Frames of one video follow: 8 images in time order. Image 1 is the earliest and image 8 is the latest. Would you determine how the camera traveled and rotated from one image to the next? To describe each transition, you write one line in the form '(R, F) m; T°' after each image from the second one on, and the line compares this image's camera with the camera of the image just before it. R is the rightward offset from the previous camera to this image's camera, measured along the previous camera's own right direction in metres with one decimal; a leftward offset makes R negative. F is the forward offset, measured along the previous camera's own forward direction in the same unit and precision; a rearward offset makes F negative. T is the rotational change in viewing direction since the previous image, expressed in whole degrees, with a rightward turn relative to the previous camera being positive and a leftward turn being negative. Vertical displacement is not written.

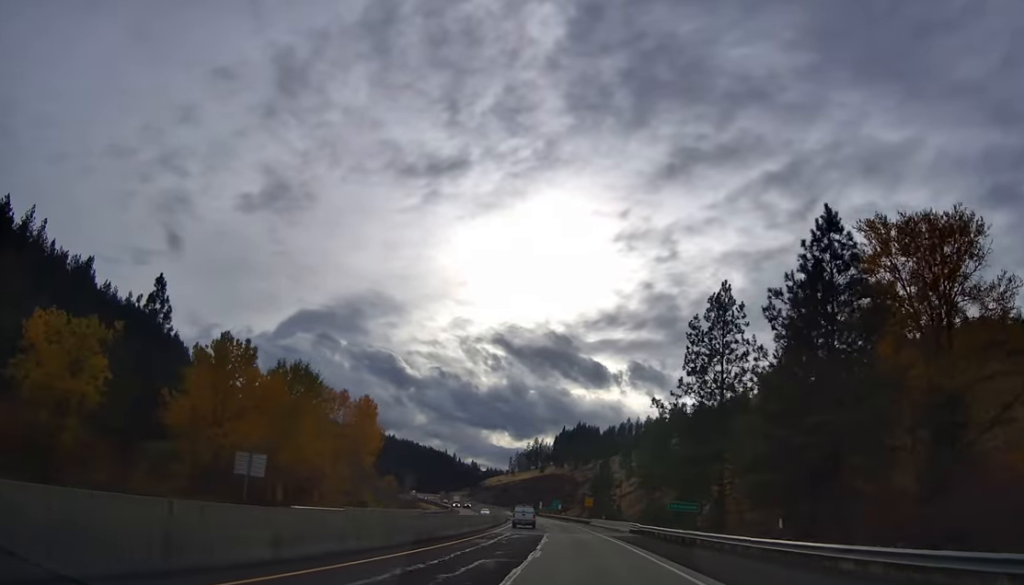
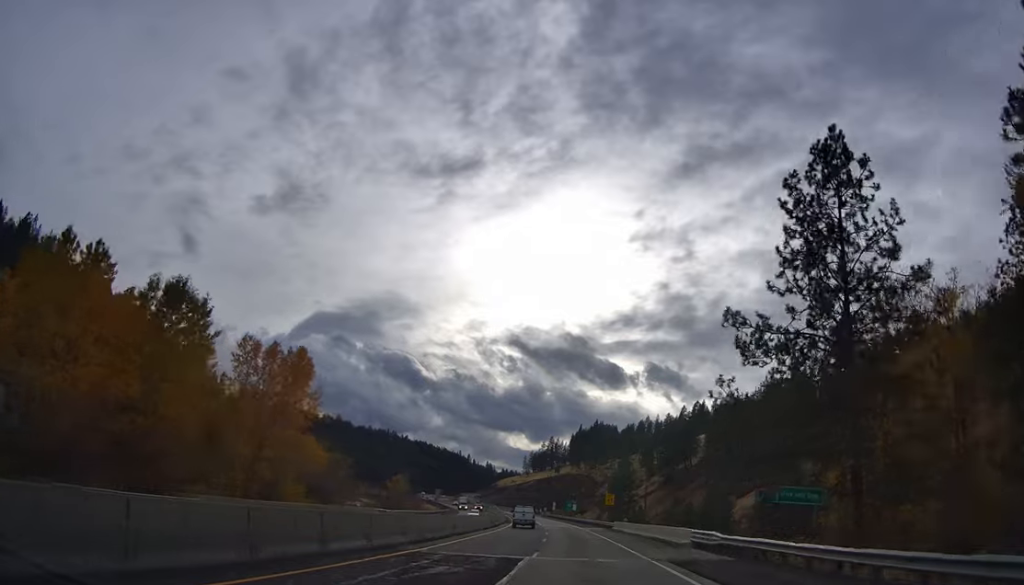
(-0.3, +24.1) m; -1°
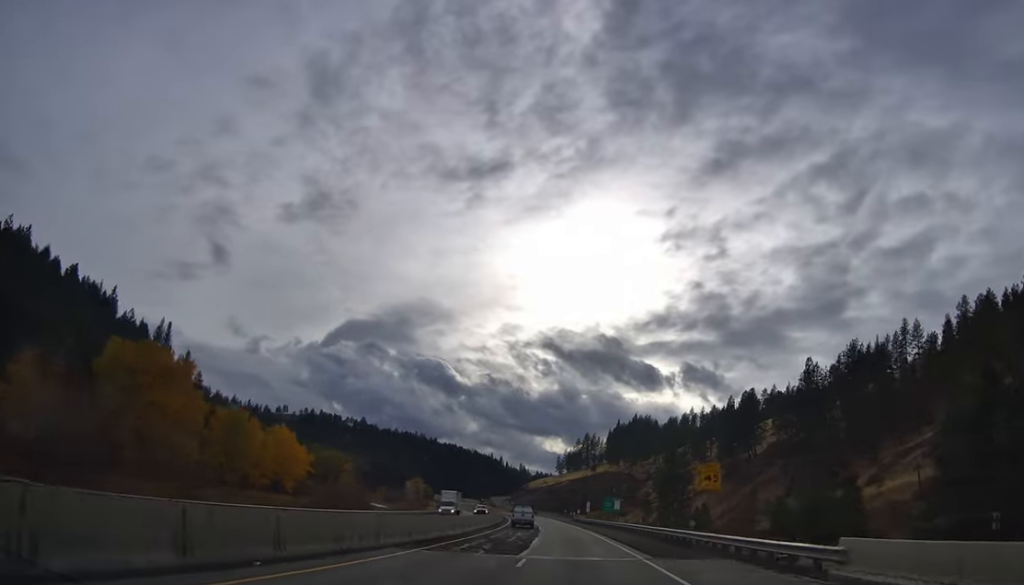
(-1.0, +51.8) m; -2°
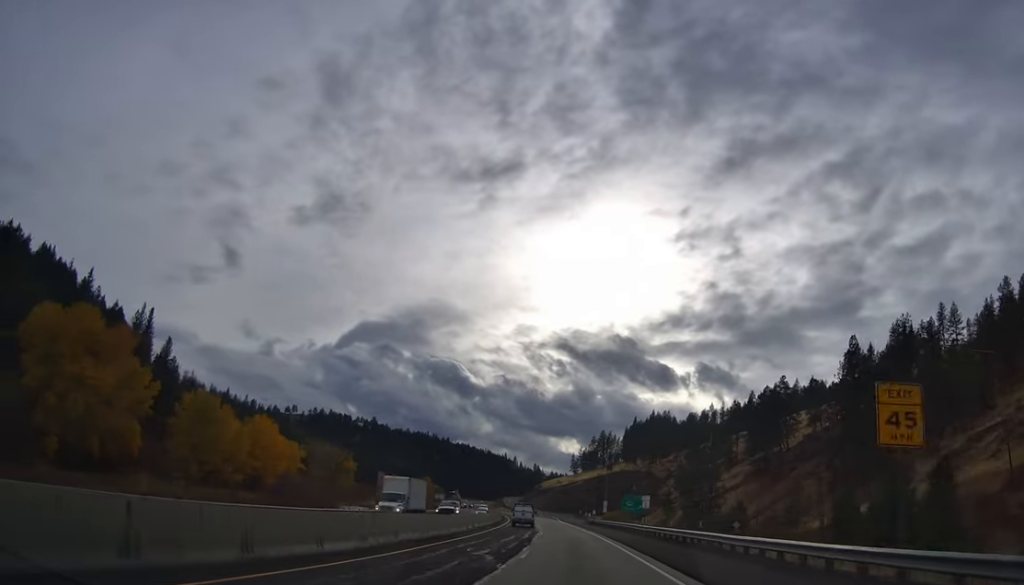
(-0.2, +20.7) m; -2°
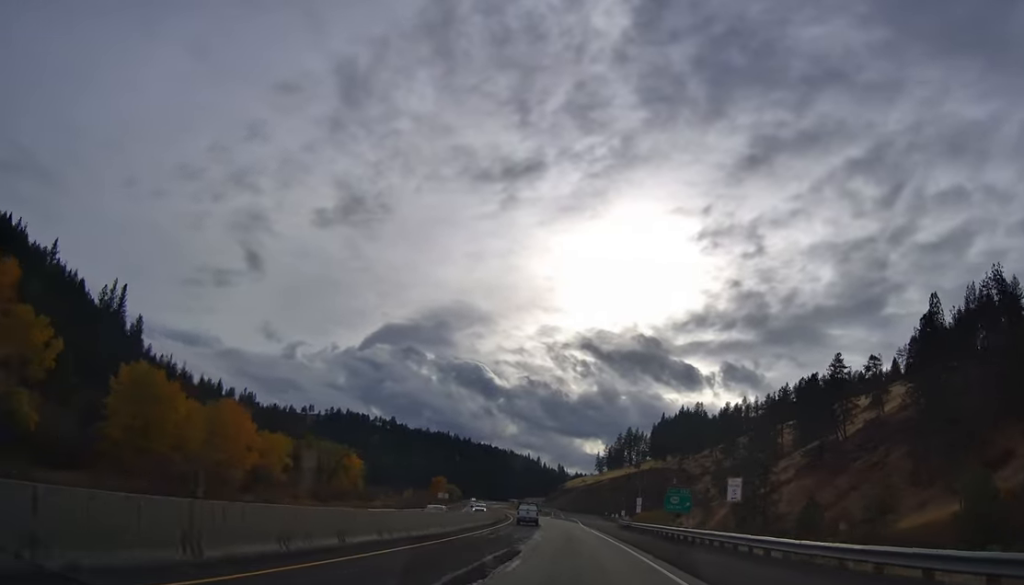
(-0.5, +28.9) m; -3°
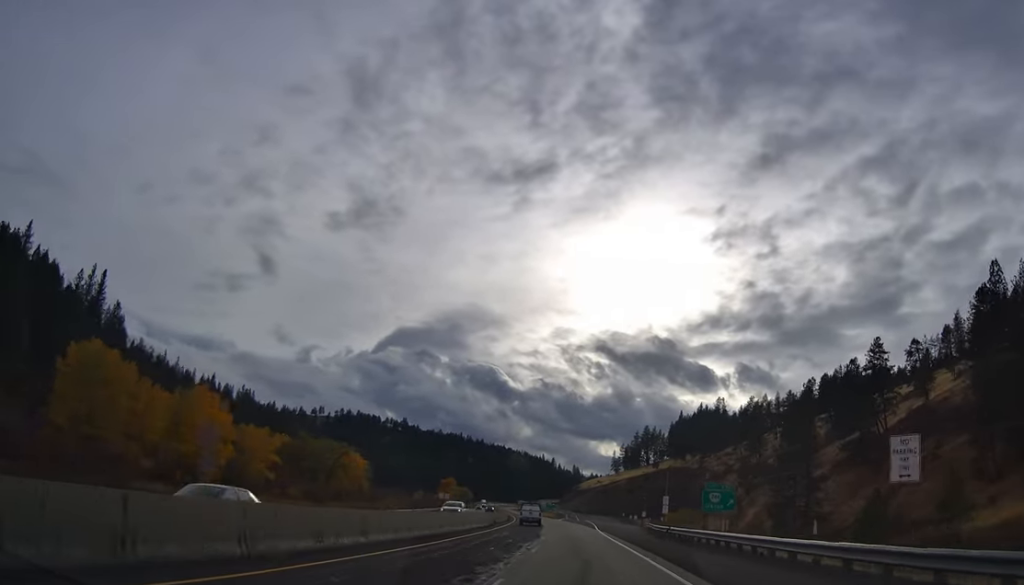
(-0.6, +17.3) m; -1°
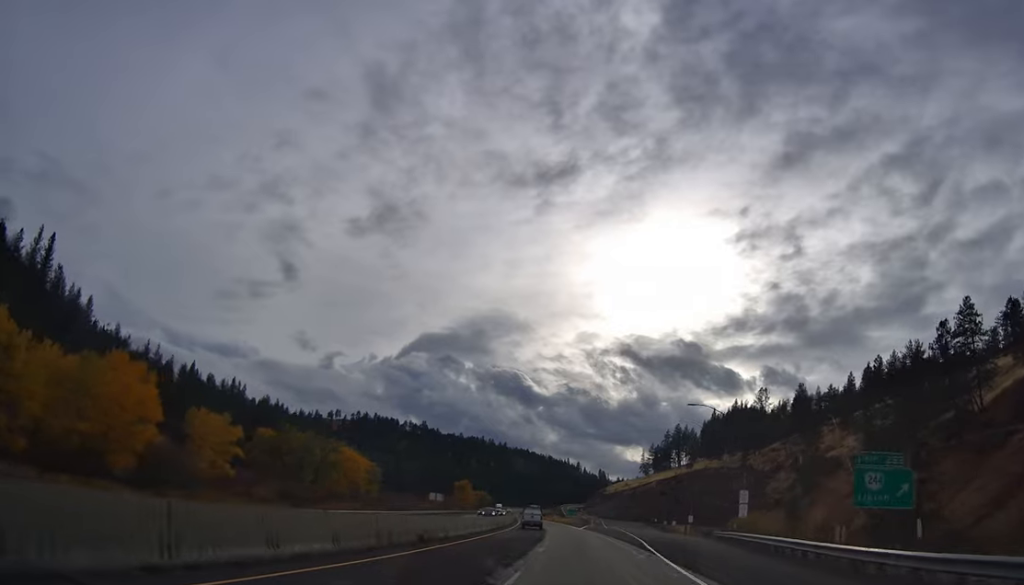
(-0.5, +33.5) m; -3°
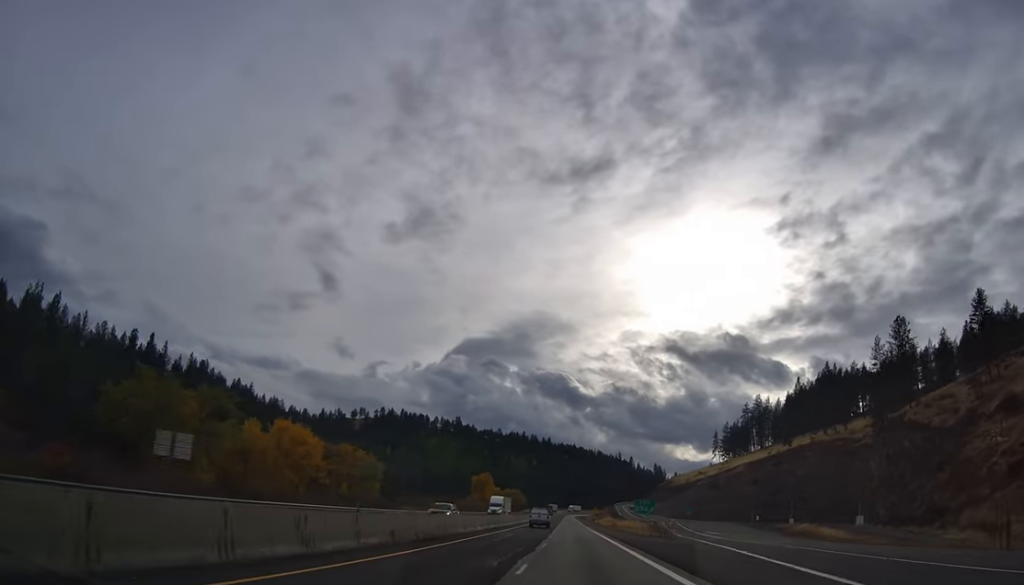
(-4.4, +94.3) m; -5°
